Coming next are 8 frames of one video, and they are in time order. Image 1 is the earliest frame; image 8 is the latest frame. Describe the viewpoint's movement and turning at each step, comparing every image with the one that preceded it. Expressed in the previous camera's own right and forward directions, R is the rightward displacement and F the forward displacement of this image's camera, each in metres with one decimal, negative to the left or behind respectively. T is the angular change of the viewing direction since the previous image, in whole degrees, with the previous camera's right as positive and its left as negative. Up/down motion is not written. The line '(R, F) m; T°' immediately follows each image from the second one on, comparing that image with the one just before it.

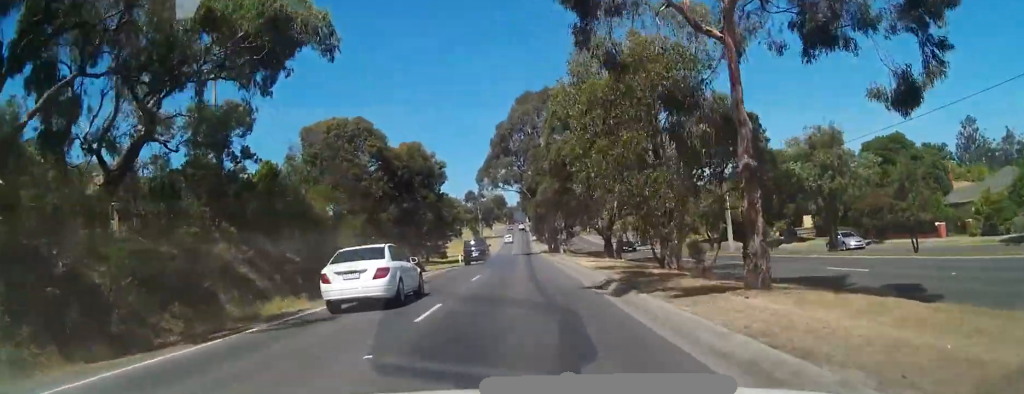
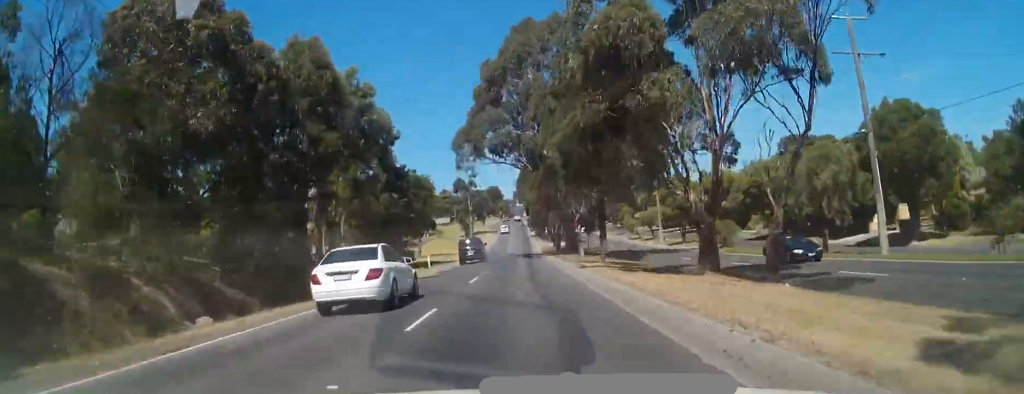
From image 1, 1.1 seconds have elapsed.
(-0.1, +24.0) m; 0°
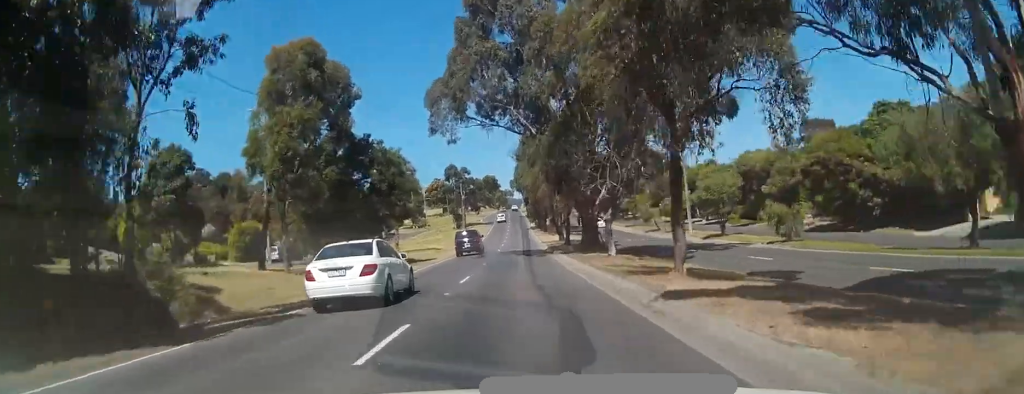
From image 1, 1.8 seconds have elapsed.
(0.0, +14.5) m; 0°
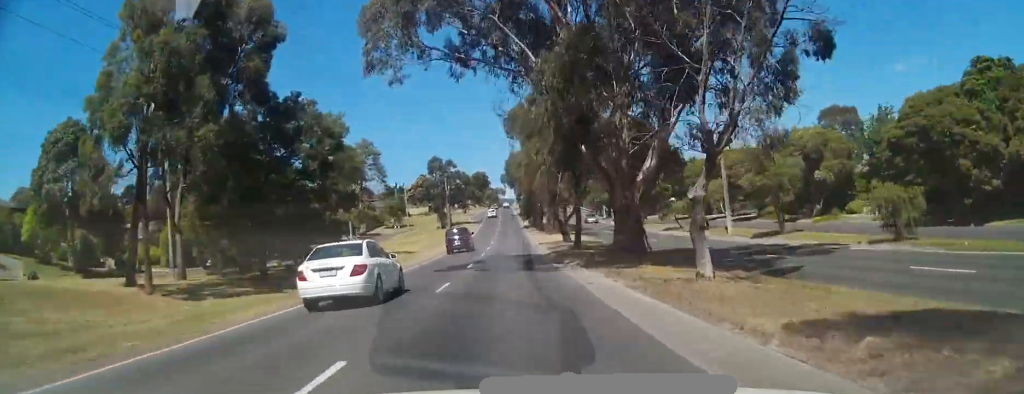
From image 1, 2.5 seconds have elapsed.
(0.0, +15.2) m; 0°
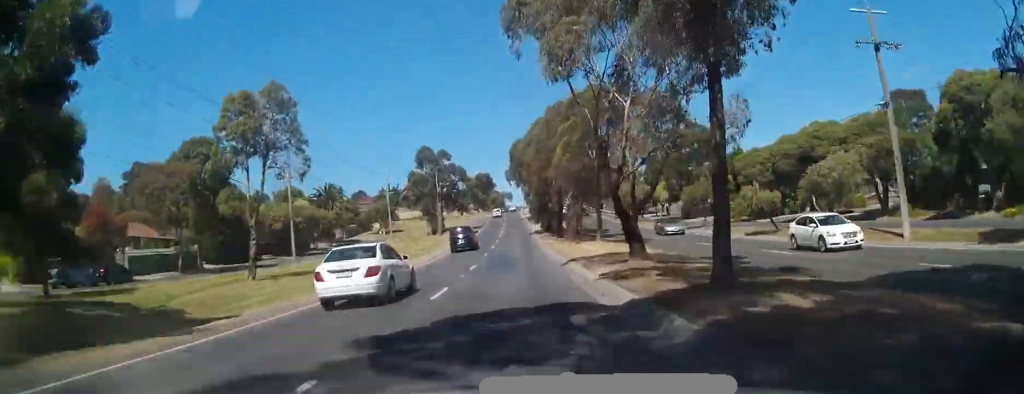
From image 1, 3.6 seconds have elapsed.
(0.0, +25.1) m; +3°
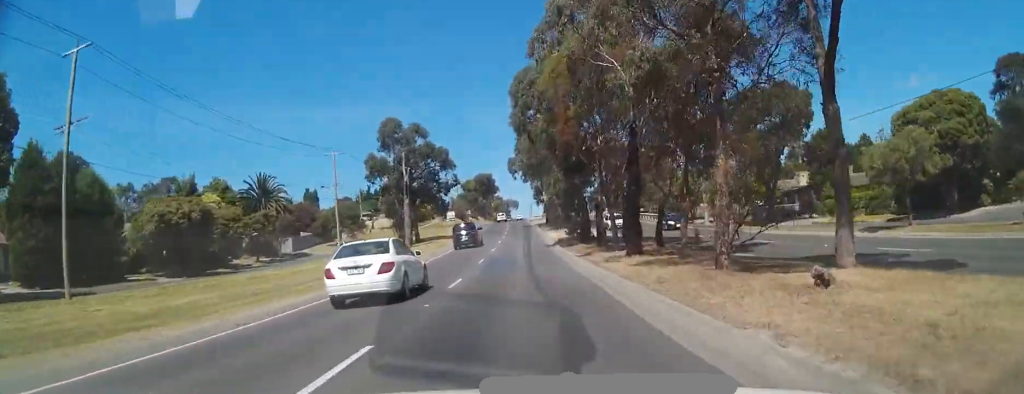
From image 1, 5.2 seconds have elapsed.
(+2.6, +31.0) m; 0°
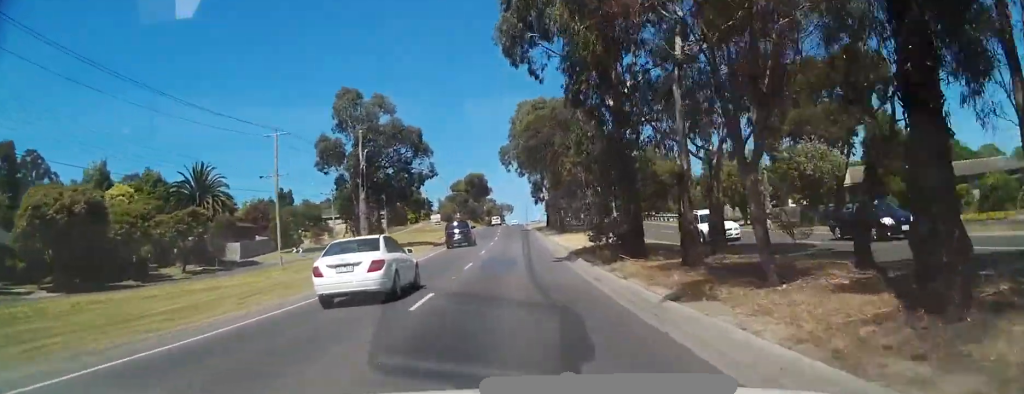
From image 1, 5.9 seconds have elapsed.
(-2.3, +16.6) m; -4°
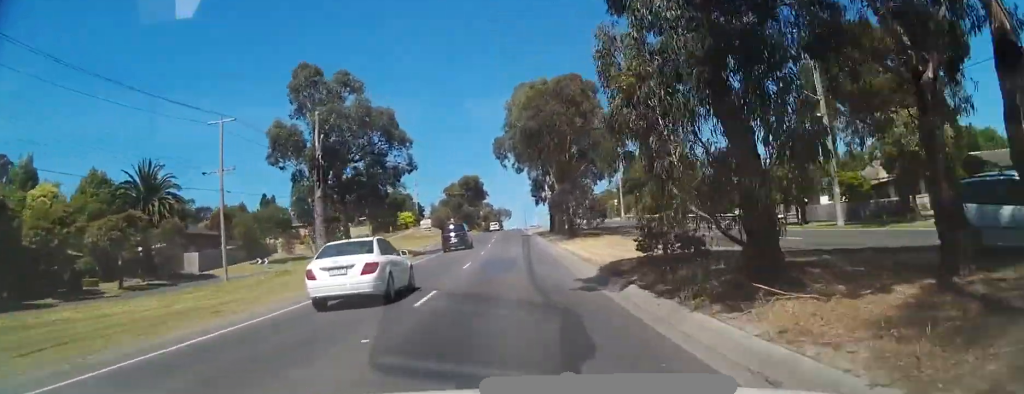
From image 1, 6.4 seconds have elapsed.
(-0.2, +10.9) m; -1°
